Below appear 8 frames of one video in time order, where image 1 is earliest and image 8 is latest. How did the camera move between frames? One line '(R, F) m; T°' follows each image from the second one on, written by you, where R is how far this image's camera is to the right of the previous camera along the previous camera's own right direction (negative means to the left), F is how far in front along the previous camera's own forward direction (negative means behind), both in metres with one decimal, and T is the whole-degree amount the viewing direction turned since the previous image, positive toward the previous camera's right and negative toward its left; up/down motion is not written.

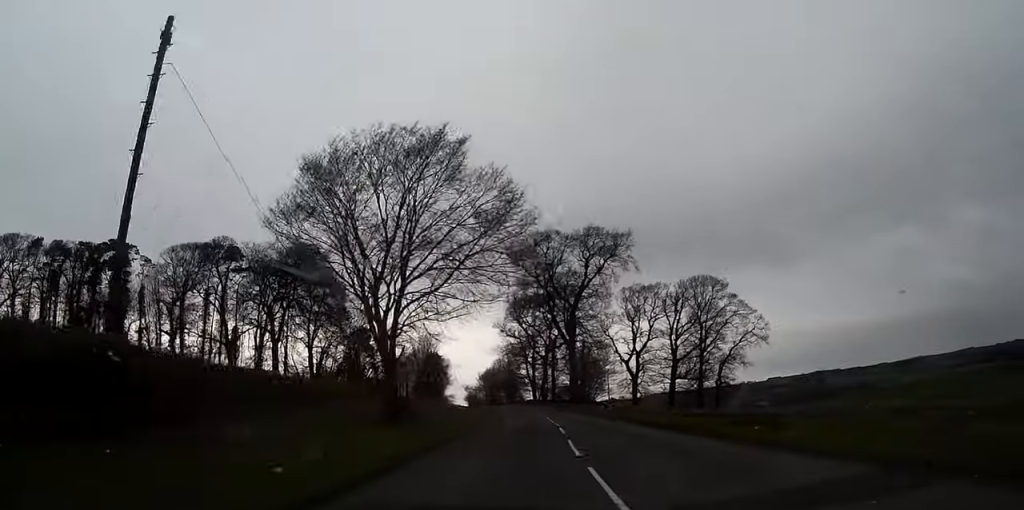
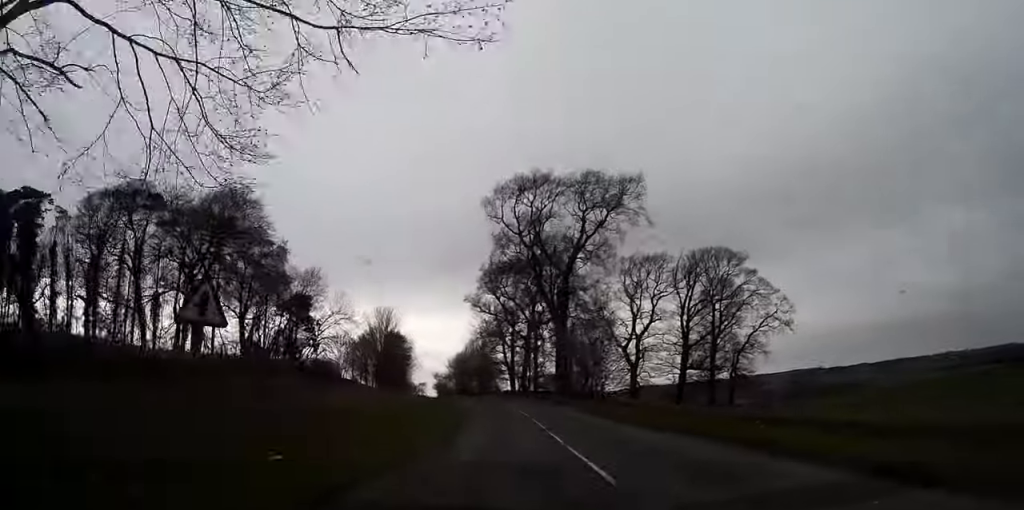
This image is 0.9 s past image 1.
(+0.6, +23.1) m; +2°
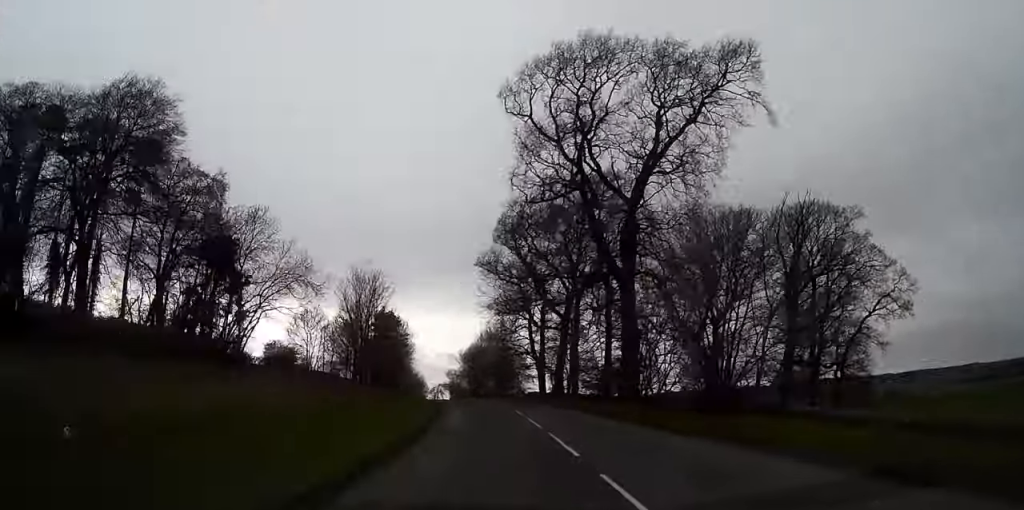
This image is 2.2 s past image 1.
(-0.2, +32.2) m; -1°
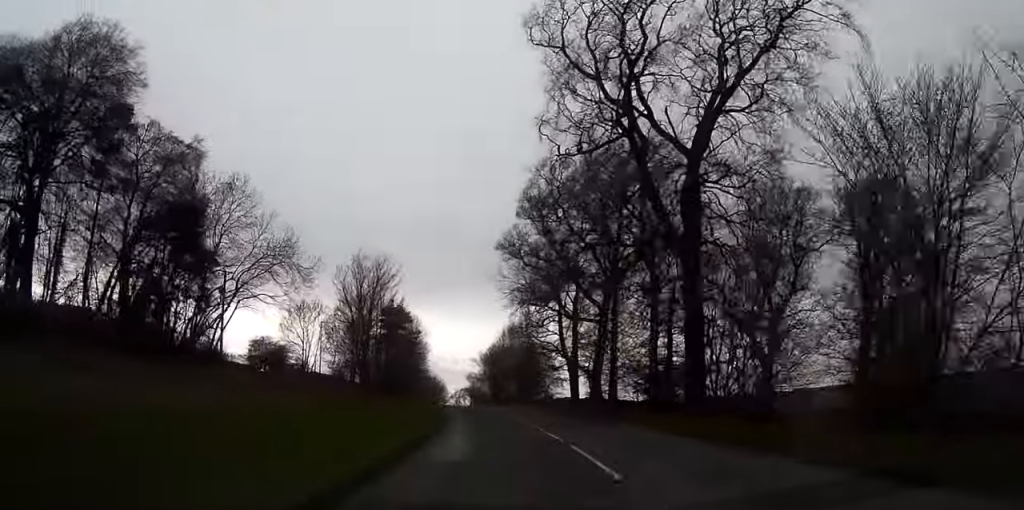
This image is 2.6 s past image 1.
(-0.1, +11.9) m; -1°
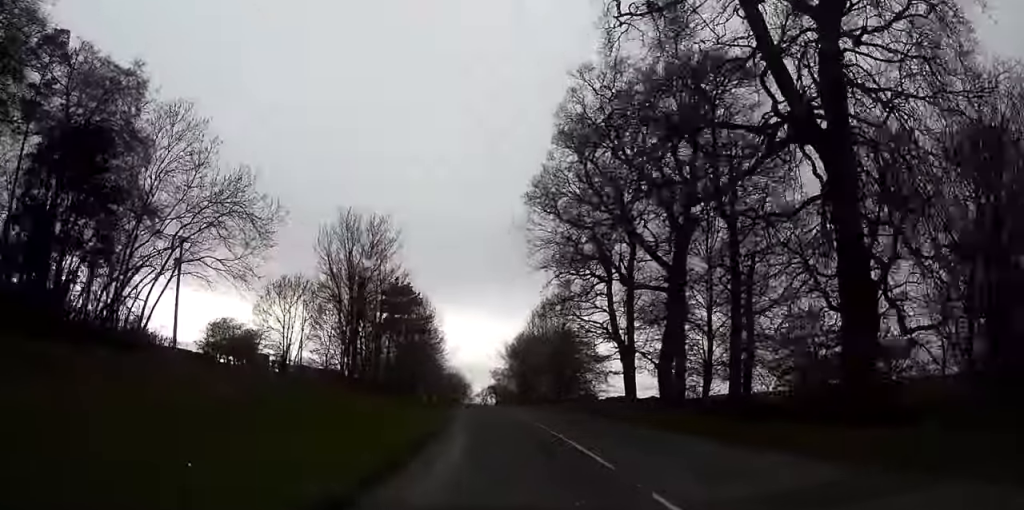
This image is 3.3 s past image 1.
(0.0, +16.3) m; -2°
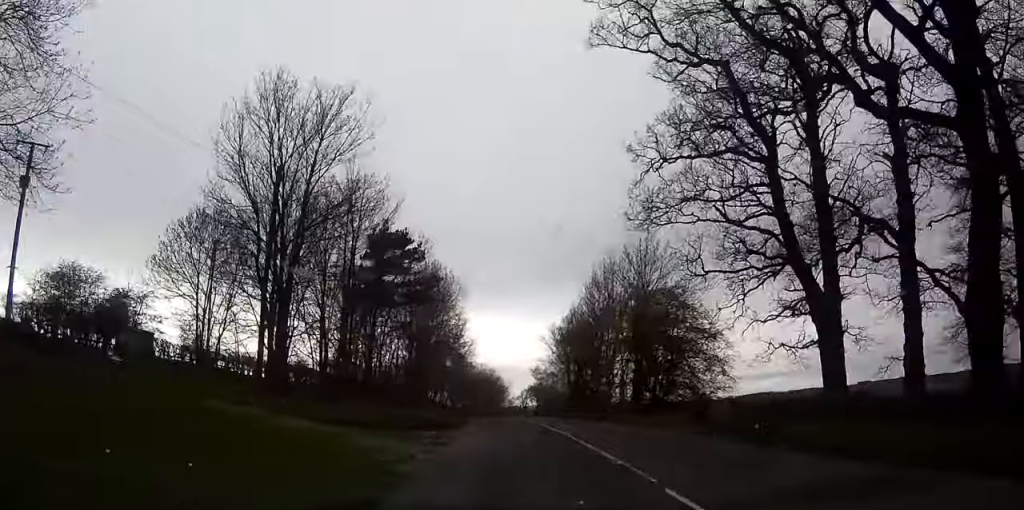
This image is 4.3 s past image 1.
(-0.7, +25.8) m; -3°
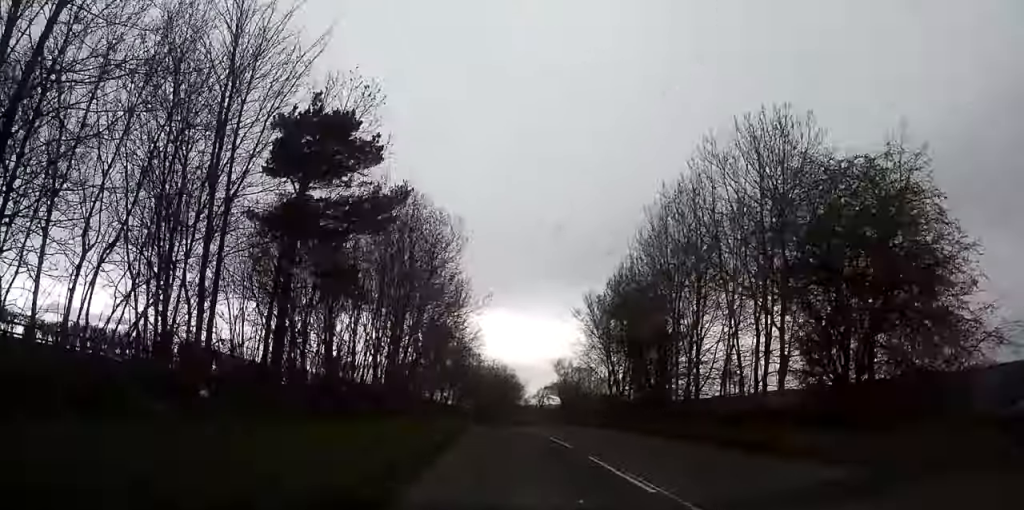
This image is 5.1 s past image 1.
(-0.6, +20.9) m; -2°
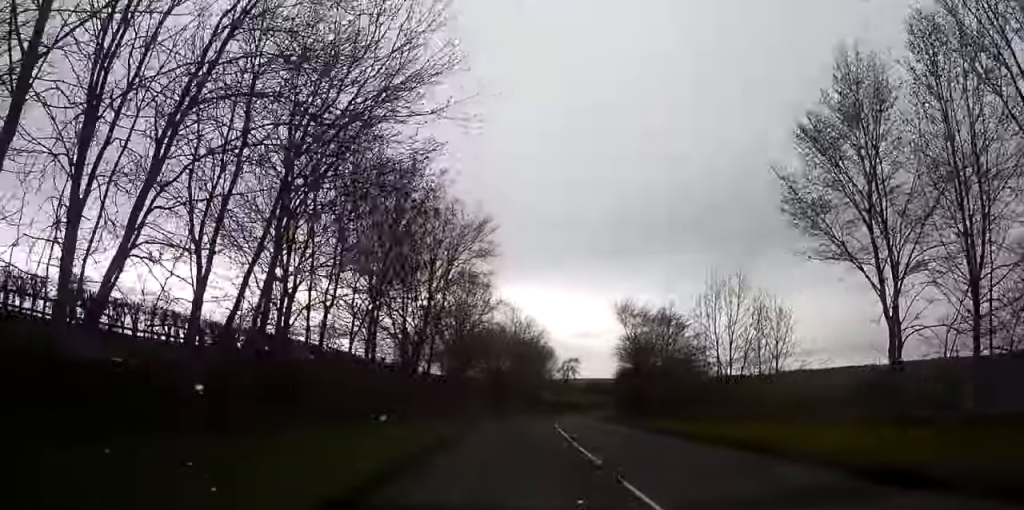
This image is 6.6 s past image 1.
(-0.8, +40.6) m; -2°
